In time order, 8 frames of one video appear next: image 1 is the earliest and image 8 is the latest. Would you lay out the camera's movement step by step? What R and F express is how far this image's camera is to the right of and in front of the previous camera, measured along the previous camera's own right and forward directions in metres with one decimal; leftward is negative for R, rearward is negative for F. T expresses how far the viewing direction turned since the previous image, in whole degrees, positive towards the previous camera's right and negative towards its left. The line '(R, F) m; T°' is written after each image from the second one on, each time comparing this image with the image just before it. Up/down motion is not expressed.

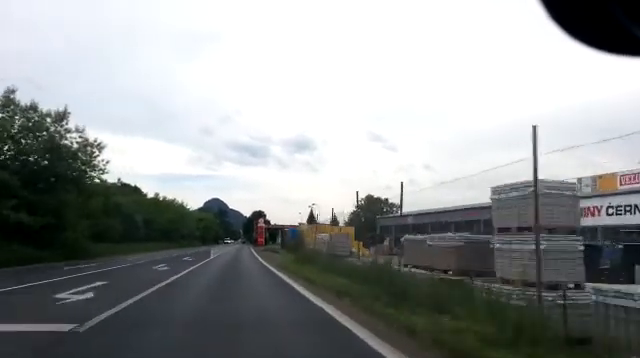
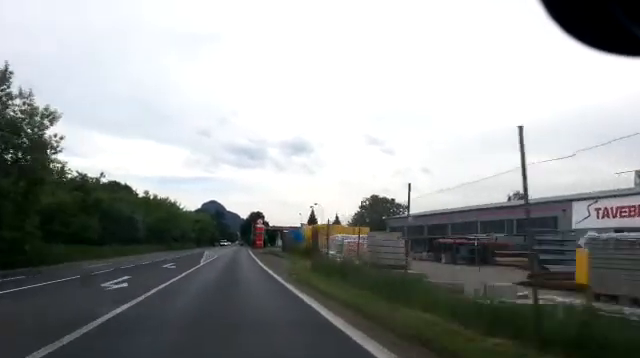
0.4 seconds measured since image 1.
(-0.1, +7.7) m; 0°
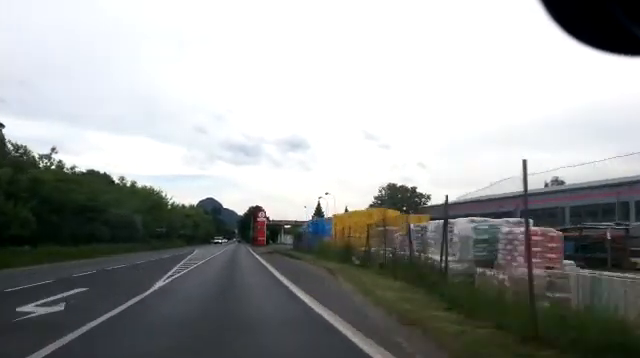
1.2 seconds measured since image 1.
(+0.1, +15.9) m; 0°
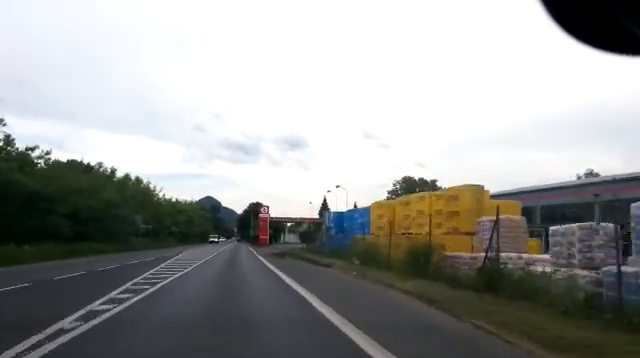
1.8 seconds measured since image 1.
(0.0, +10.8) m; 0°
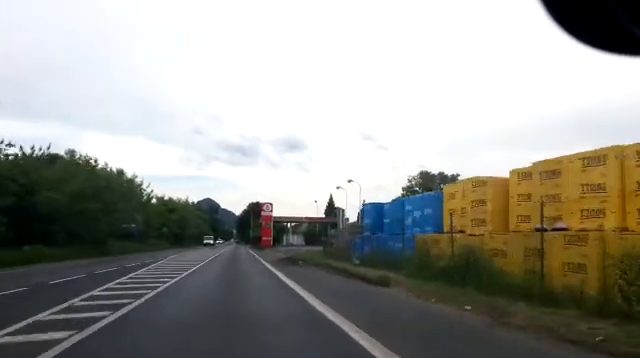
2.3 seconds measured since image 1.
(-0.1, +9.6) m; 0°
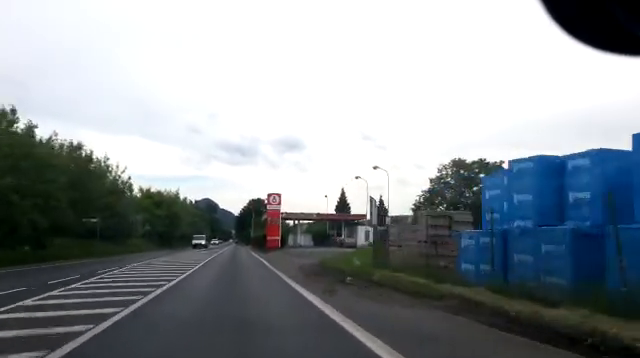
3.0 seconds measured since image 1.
(0.0, +13.9) m; 0°
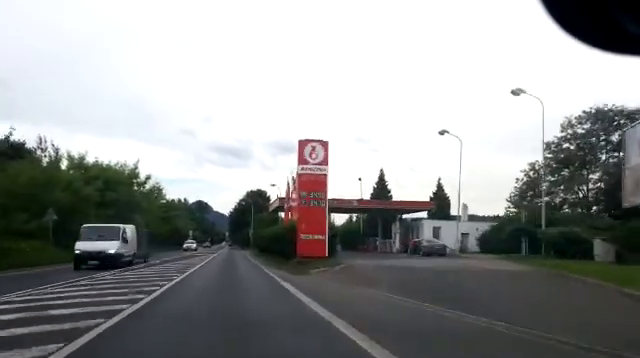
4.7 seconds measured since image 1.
(+0.1, +30.6) m; 0°
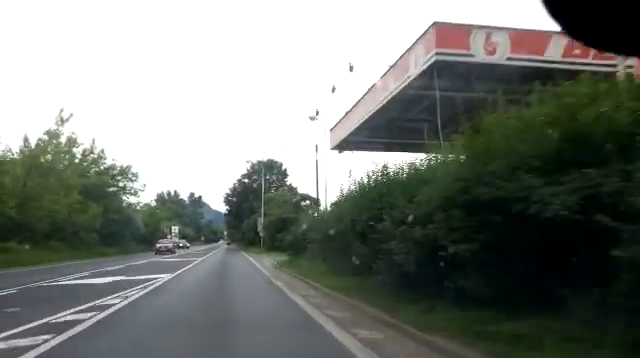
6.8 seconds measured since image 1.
(-0.1, +38.9) m; +1°
